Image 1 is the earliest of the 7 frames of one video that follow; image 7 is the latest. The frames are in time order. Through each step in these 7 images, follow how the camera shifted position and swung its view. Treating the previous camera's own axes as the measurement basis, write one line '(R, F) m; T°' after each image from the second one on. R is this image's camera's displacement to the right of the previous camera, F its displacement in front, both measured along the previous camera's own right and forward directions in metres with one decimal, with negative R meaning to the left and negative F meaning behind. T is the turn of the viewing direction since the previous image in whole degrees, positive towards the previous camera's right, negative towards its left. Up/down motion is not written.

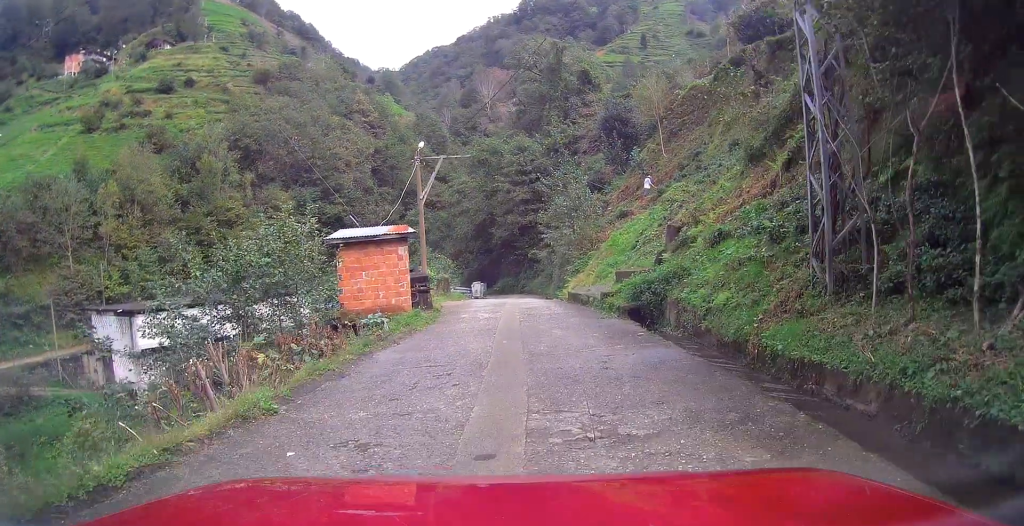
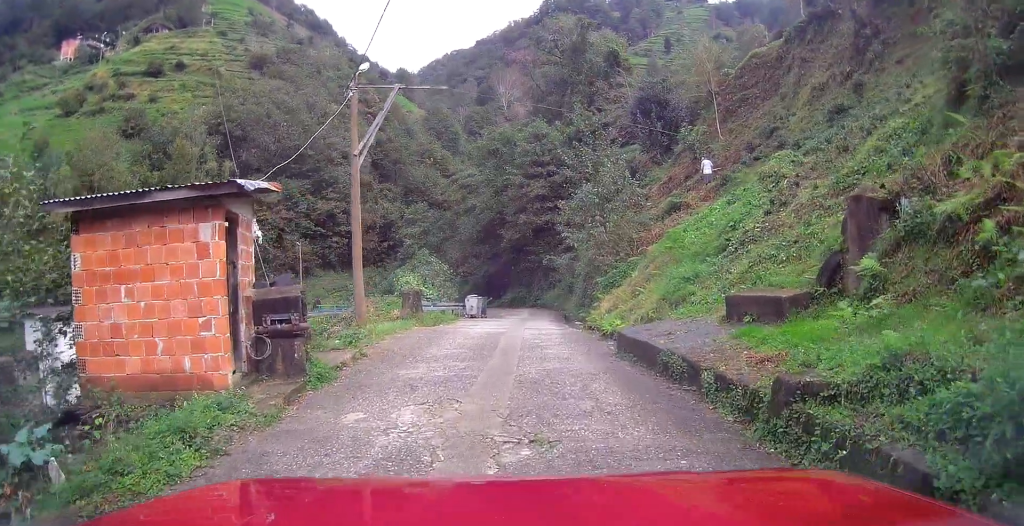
(+0.2, +11.0) m; +1°
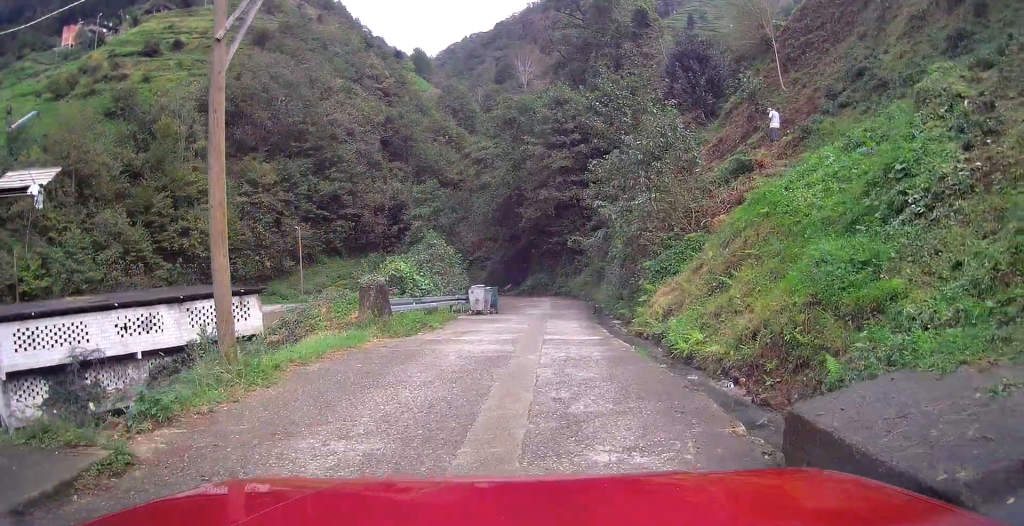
(+0.1, +7.1) m; -1°
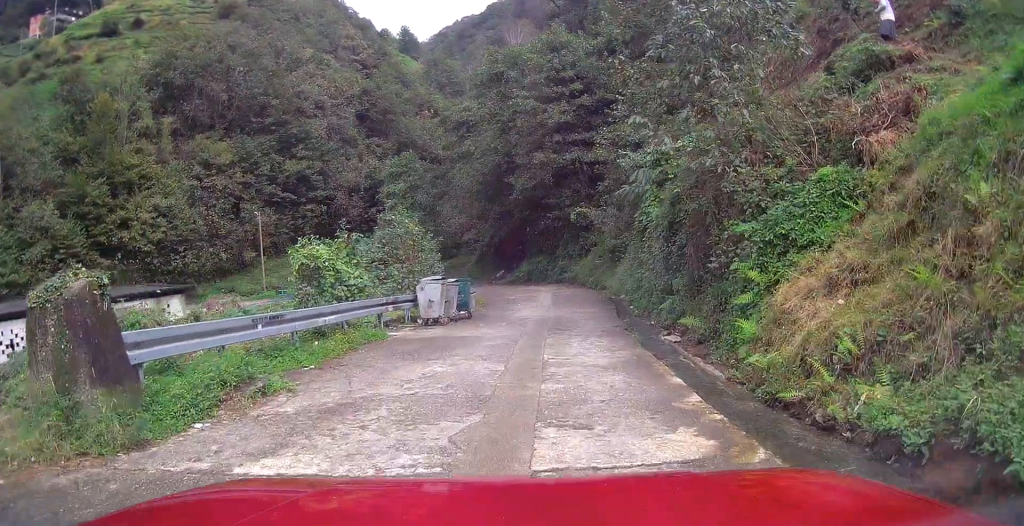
(-0.2, +9.4) m; -1°
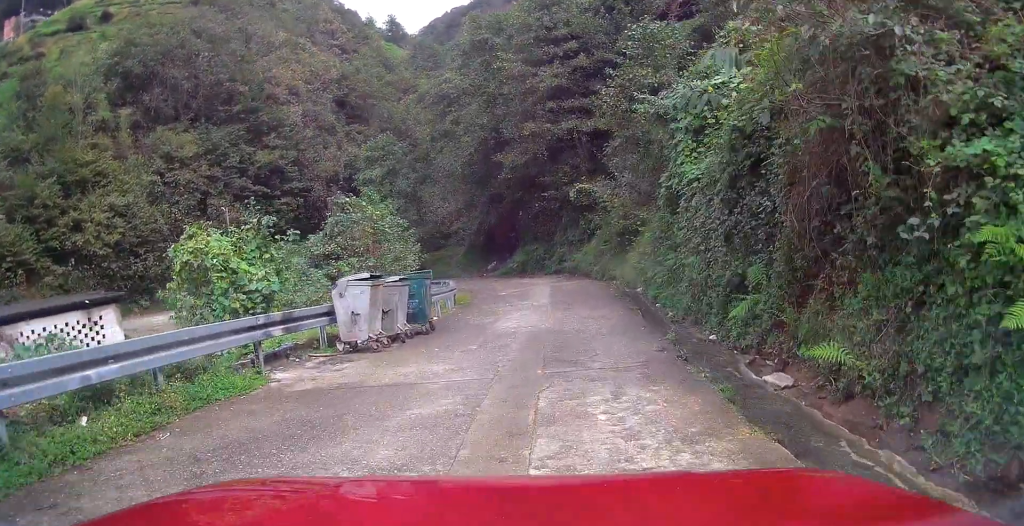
(0.0, +5.4) m; +1°
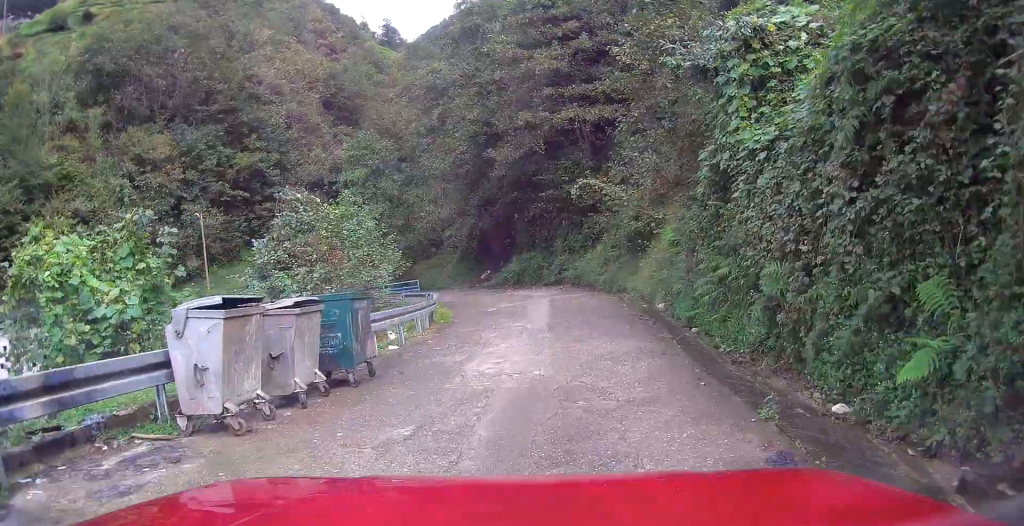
(0.0, +4.1) m; 0°
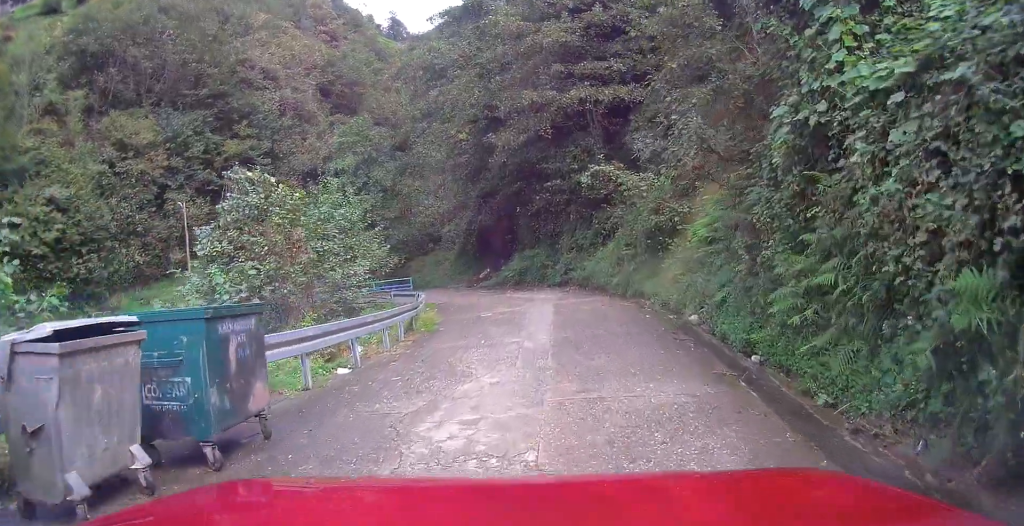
(0.0, +3.3) m; 0°
